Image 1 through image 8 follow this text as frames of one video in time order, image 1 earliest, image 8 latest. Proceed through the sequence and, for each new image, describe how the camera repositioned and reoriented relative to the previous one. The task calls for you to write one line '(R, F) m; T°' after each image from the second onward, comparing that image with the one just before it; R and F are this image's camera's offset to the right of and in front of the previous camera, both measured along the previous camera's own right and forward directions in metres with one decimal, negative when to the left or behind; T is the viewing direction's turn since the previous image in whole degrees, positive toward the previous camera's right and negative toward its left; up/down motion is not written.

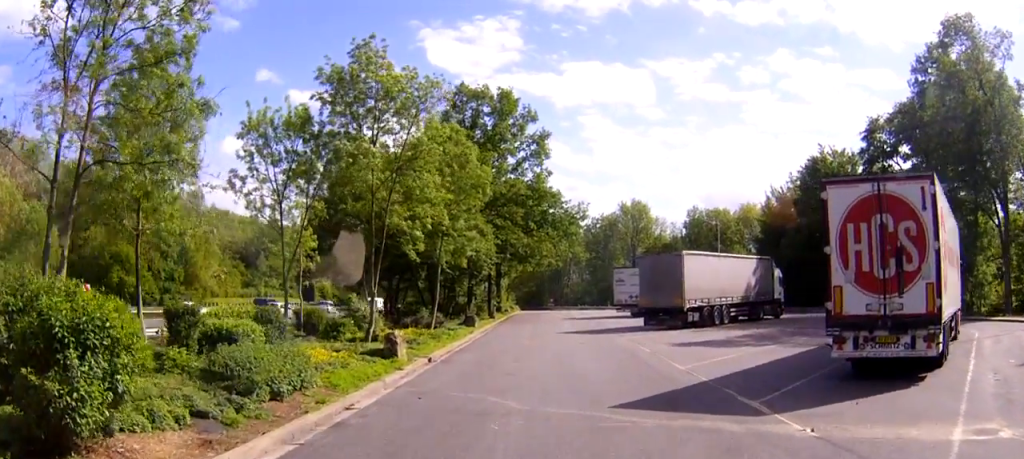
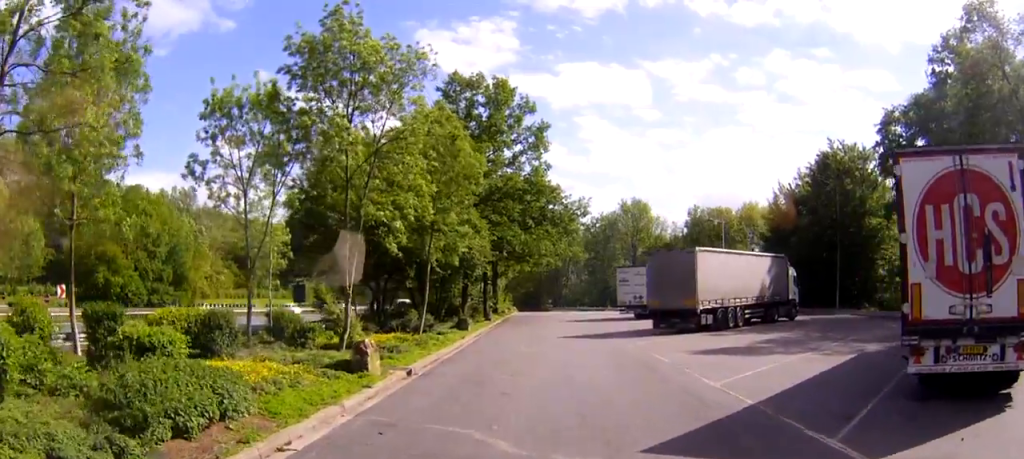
(0.0, +3.2) m; 0°
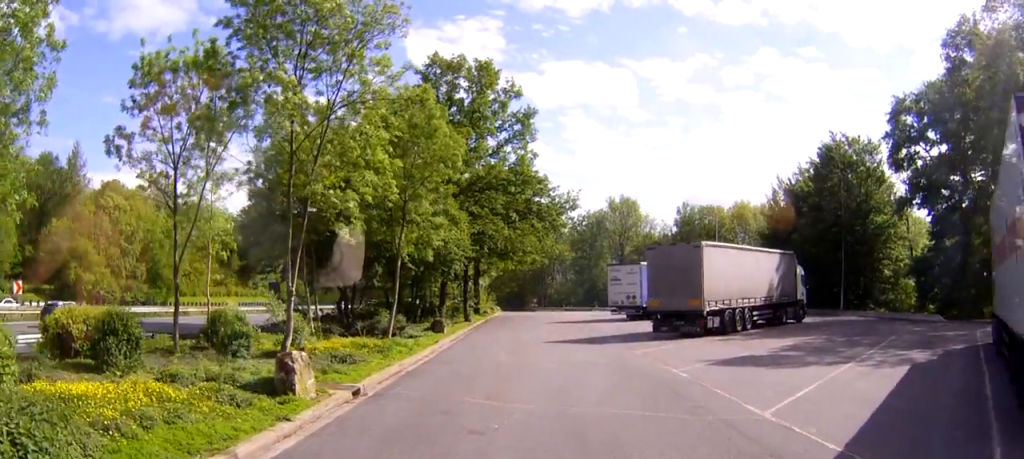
(0.0, +4.0) m; +3°
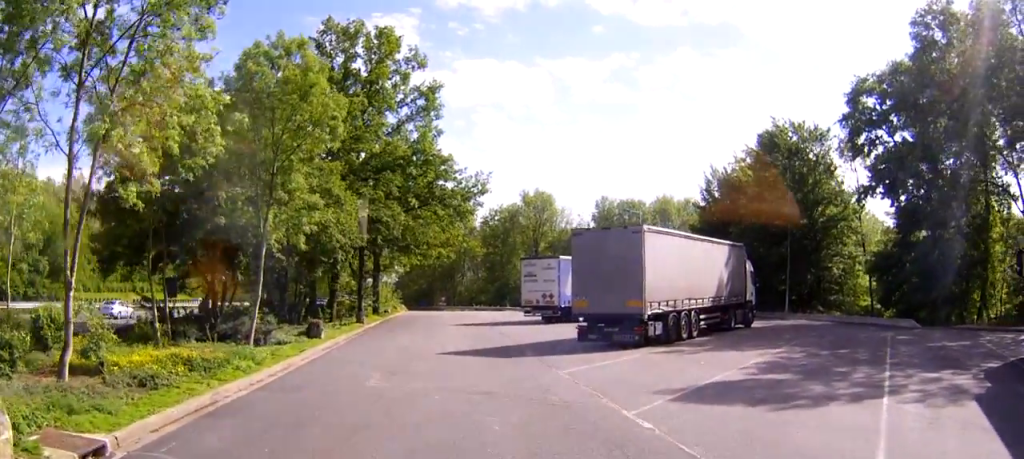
(+0.5, +6.2) m; +10°
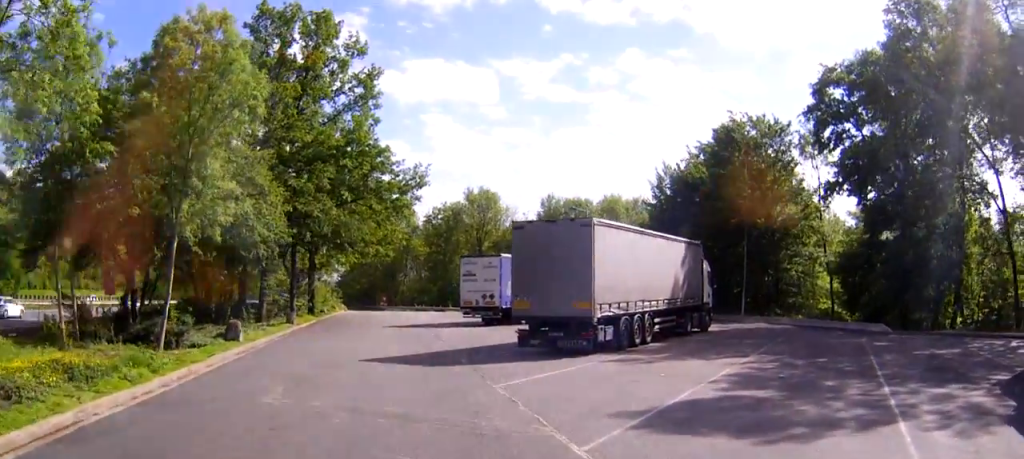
(0.0, +2.6) m; +5°
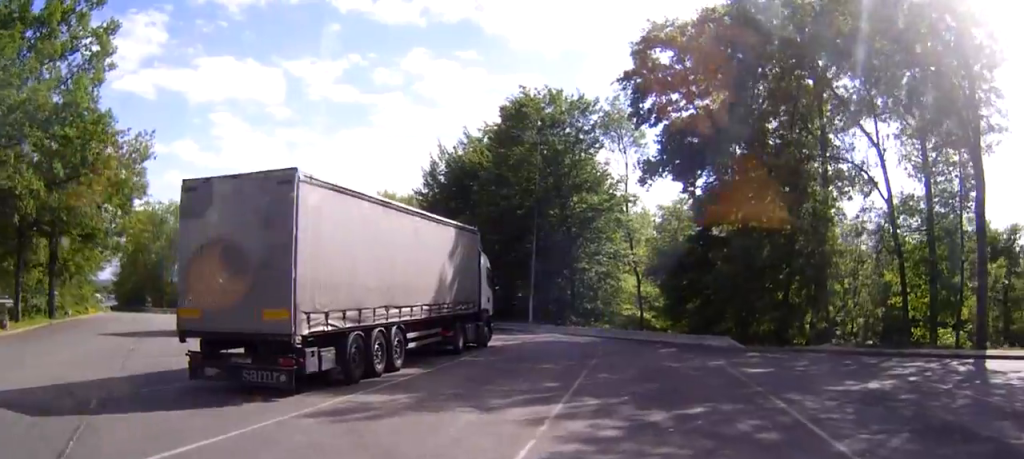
(+1.3, +8.3) m; +15°
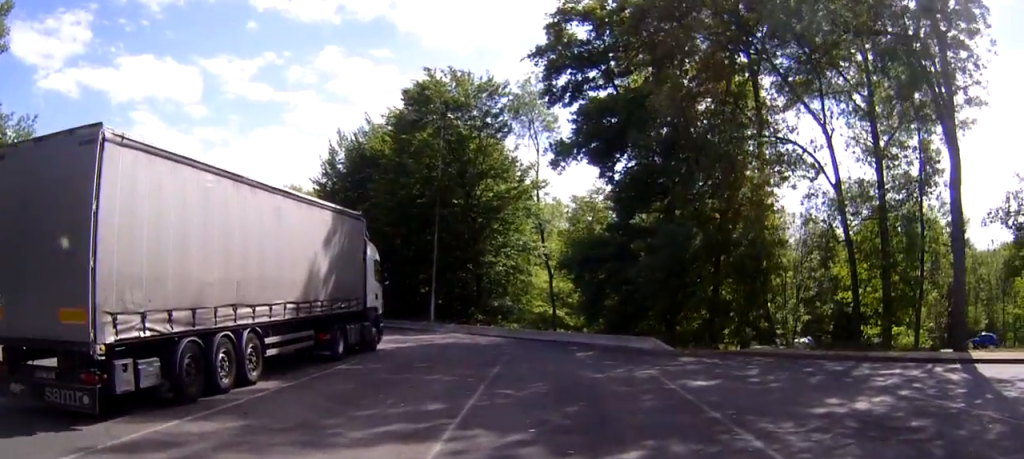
(+0.1, +3.4) m; +1°
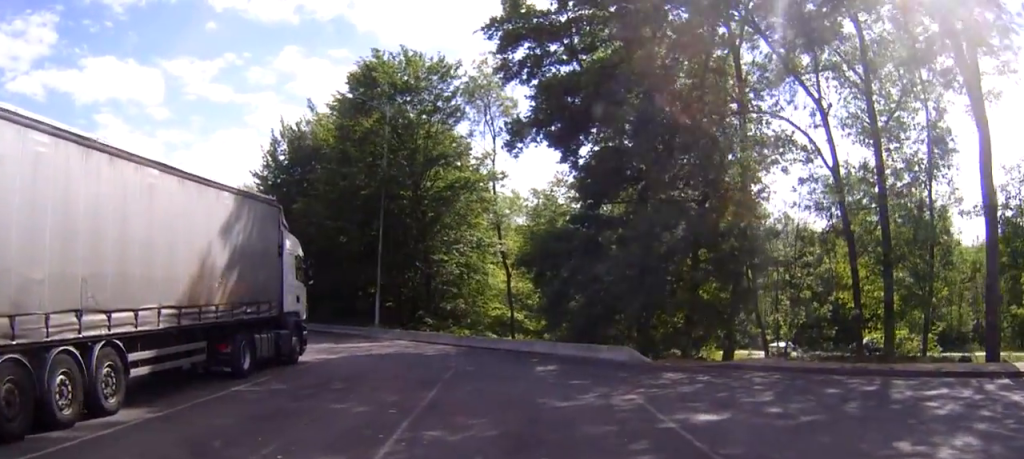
(0.0, +3.6) m; 0°
